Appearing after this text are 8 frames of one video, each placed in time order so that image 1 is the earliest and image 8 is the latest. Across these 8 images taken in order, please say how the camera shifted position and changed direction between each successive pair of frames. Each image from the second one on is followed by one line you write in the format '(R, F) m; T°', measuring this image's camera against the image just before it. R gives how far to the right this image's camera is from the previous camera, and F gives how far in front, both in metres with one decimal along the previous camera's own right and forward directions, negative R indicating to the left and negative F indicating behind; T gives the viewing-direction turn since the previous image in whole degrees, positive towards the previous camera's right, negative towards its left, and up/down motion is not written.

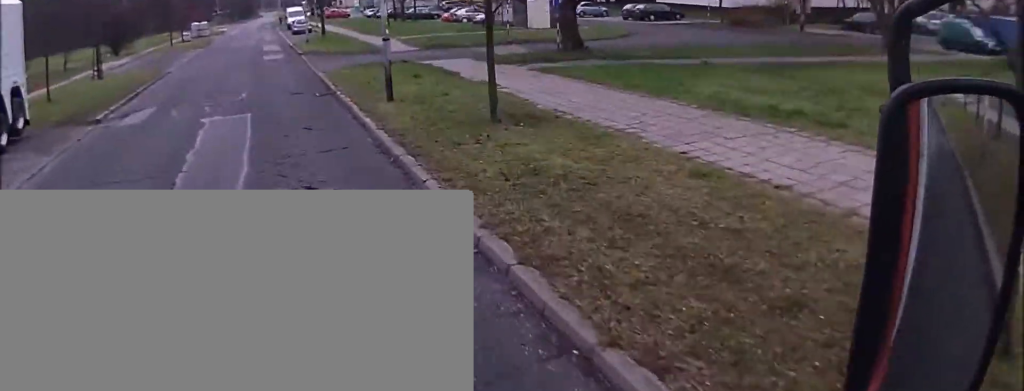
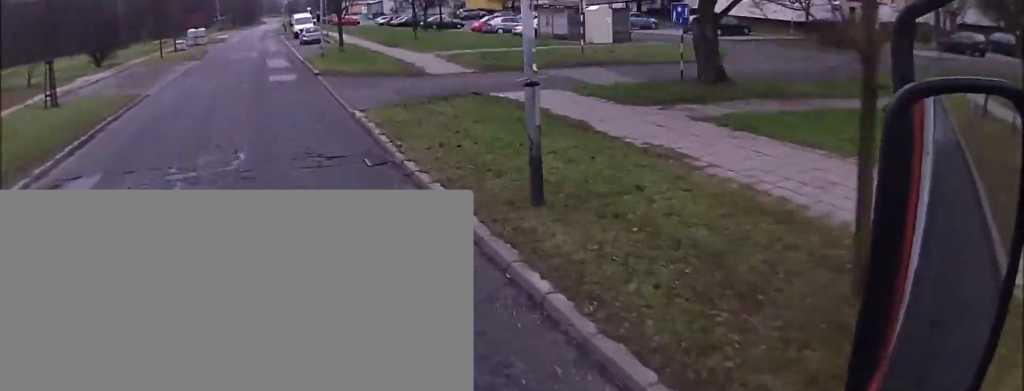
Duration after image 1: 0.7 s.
(+0.3, +8.2) m; 0°
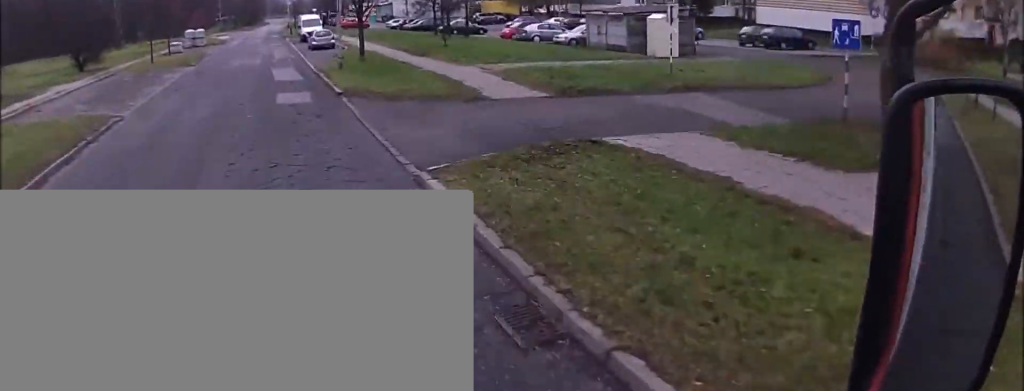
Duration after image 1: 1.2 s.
(-0.1, +6.2) m; -1°
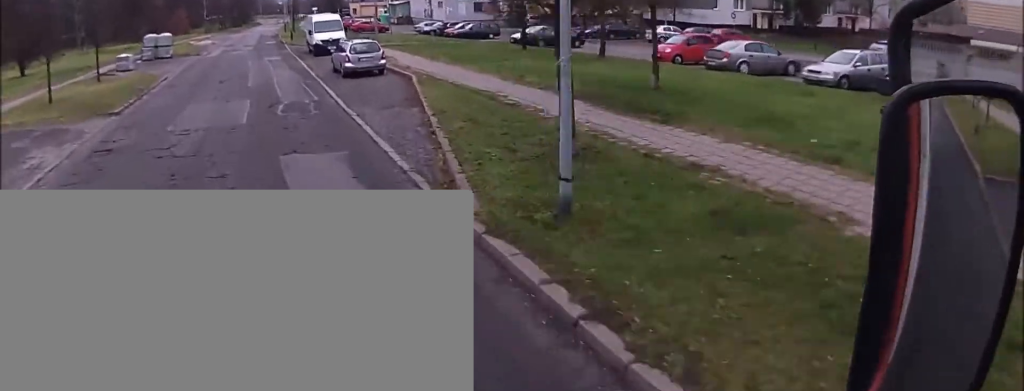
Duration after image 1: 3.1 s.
(-0.3, +21.4) m; +1°
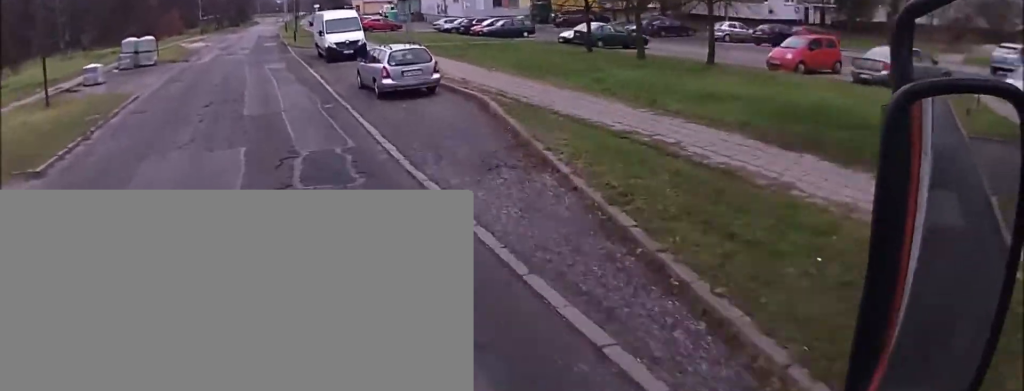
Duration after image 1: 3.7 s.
(+0.2, +7.9) m; +1°
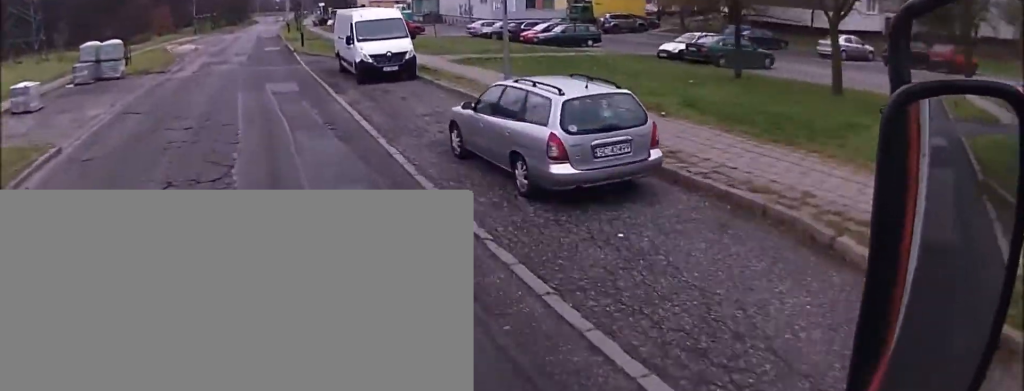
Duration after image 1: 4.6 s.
(+0.1, +10.4) m; 0°
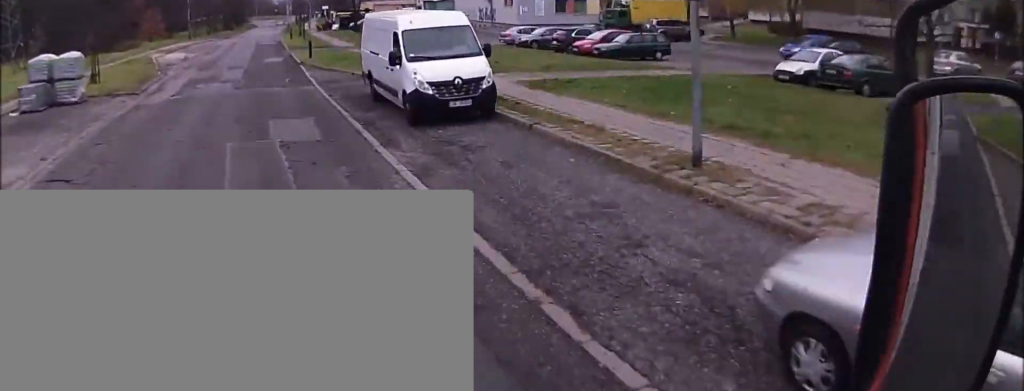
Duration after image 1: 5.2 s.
(0.0, +7.6) m; -1°
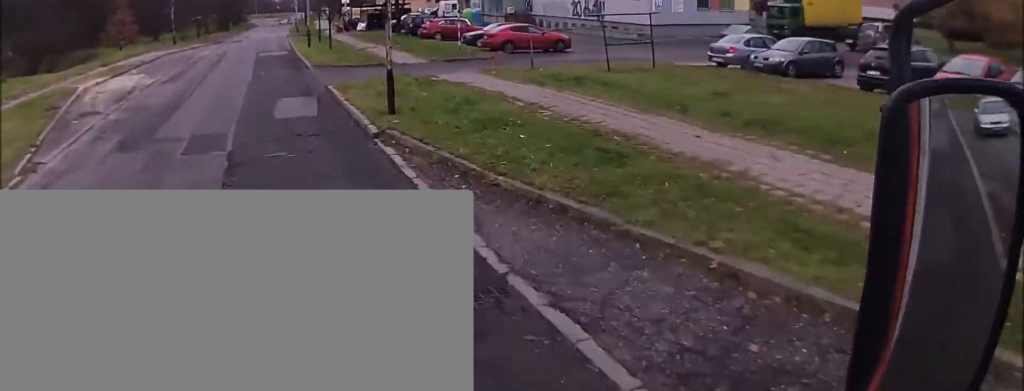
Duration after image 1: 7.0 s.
(-0.4, +22.0) m; 0°
